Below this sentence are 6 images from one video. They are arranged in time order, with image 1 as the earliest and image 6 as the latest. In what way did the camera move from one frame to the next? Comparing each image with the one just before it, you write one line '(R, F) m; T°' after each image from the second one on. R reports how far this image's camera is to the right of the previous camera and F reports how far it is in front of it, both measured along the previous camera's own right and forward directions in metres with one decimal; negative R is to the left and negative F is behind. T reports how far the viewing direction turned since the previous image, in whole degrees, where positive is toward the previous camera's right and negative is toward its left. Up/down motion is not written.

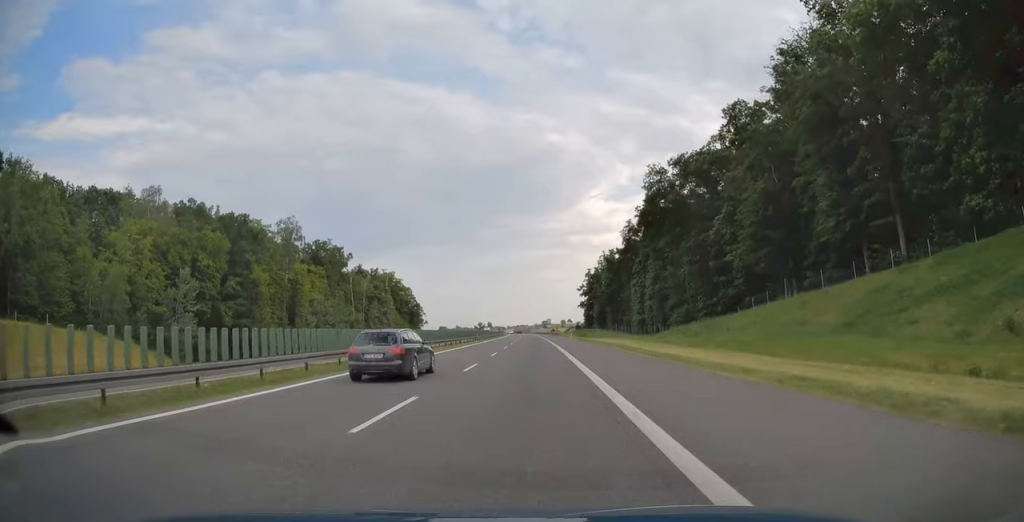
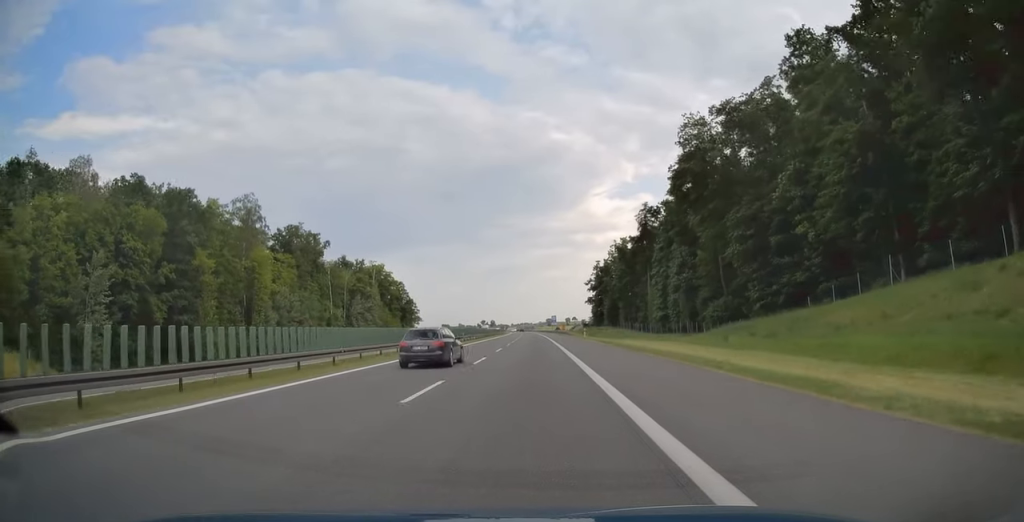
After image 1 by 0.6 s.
(-0.1, +20.9) m; 0°
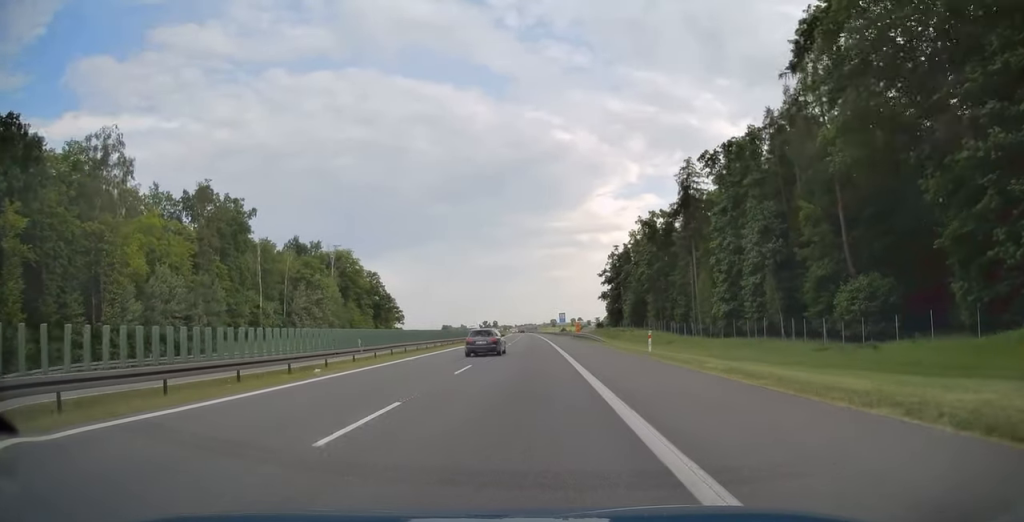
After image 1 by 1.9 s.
(-0.3, +40.5) m; -1°
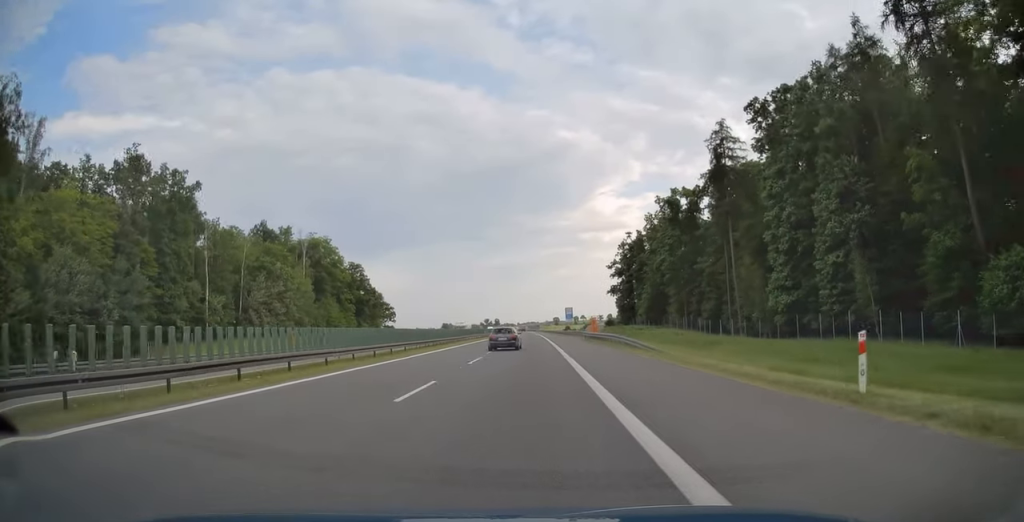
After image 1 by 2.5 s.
(-0.1, +19.7) m; 0°
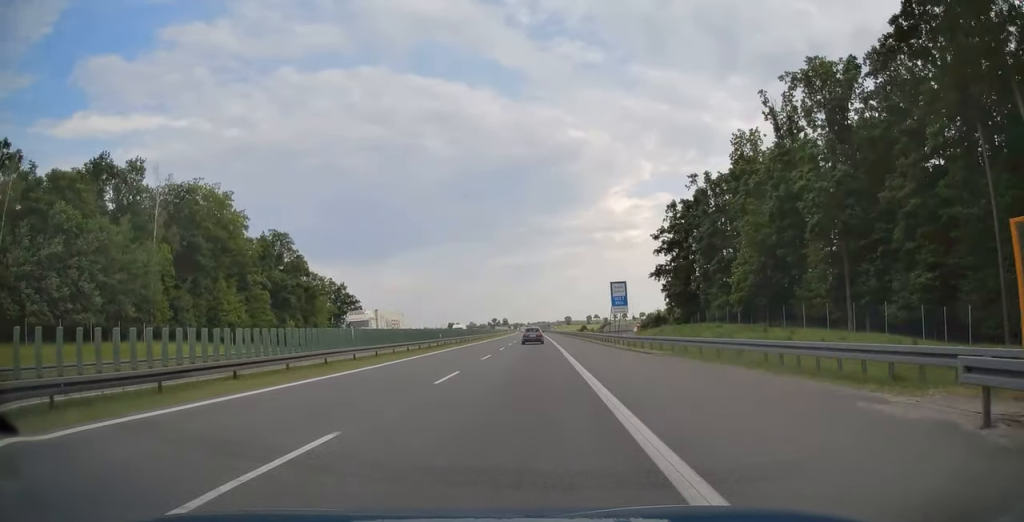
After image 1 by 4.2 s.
(-0.6, +56.5) m; -1°
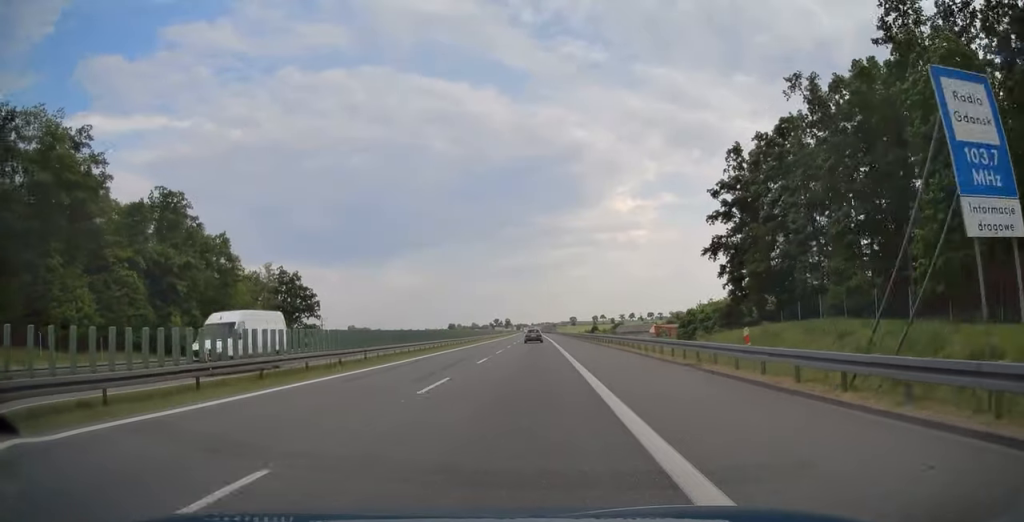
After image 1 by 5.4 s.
(0.0, +38.4) m; 0°
